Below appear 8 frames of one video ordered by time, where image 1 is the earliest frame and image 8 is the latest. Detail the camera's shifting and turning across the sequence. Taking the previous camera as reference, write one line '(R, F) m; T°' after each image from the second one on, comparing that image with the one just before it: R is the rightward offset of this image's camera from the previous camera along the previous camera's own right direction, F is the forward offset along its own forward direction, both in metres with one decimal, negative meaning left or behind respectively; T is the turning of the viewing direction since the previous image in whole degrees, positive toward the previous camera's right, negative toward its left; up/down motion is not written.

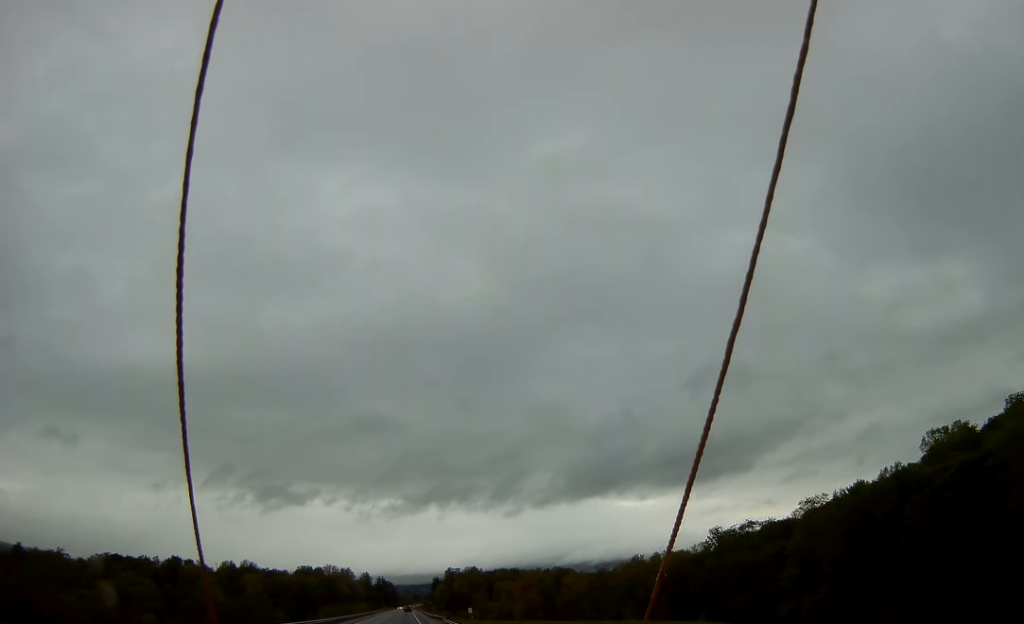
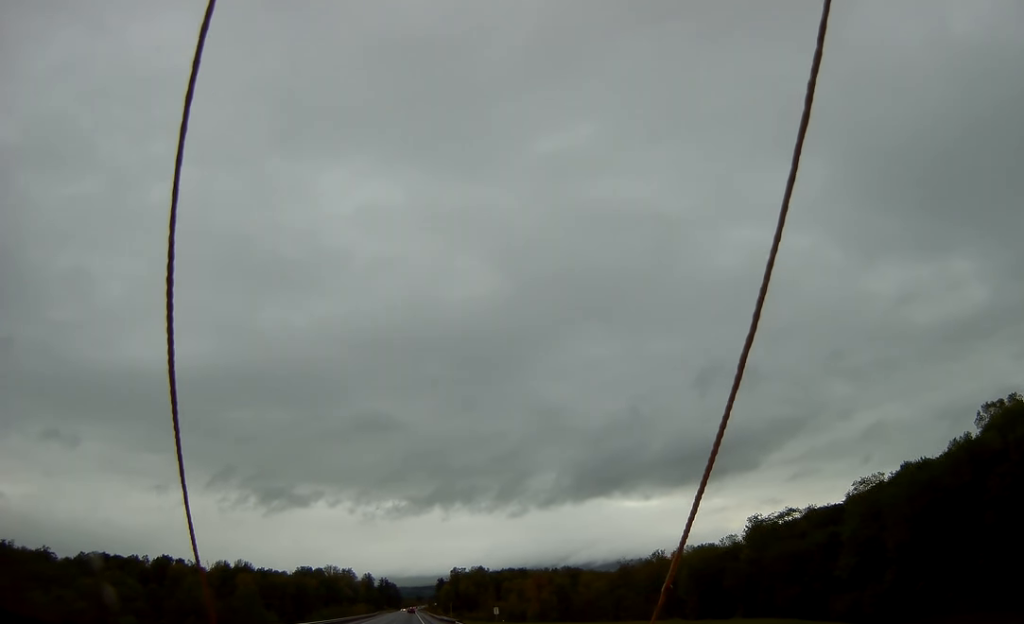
(-0.1, +16.3) m; -1°
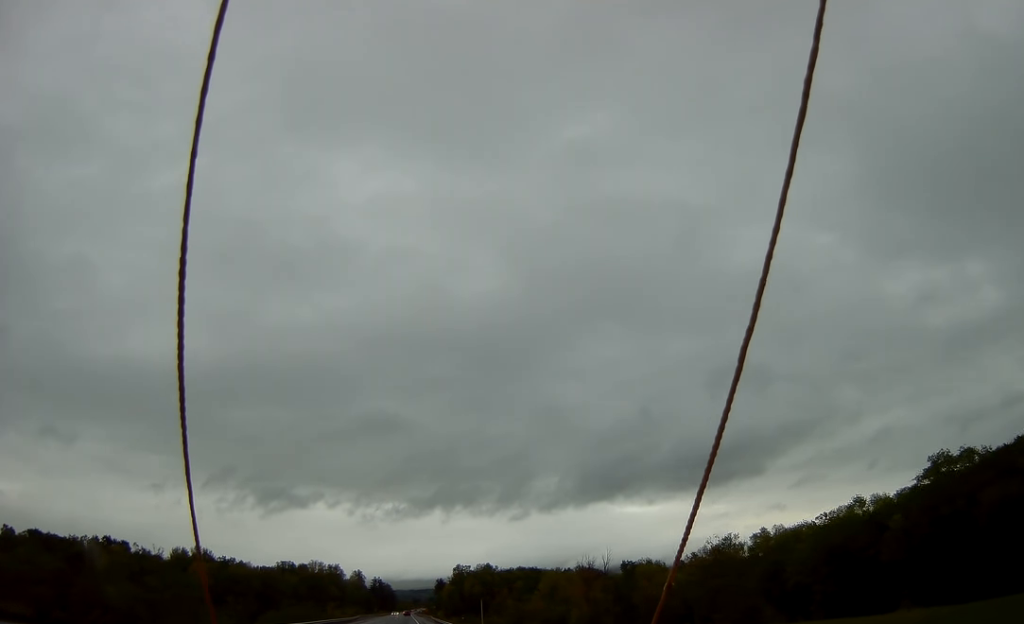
(-0.2, +53.8) m; 0°
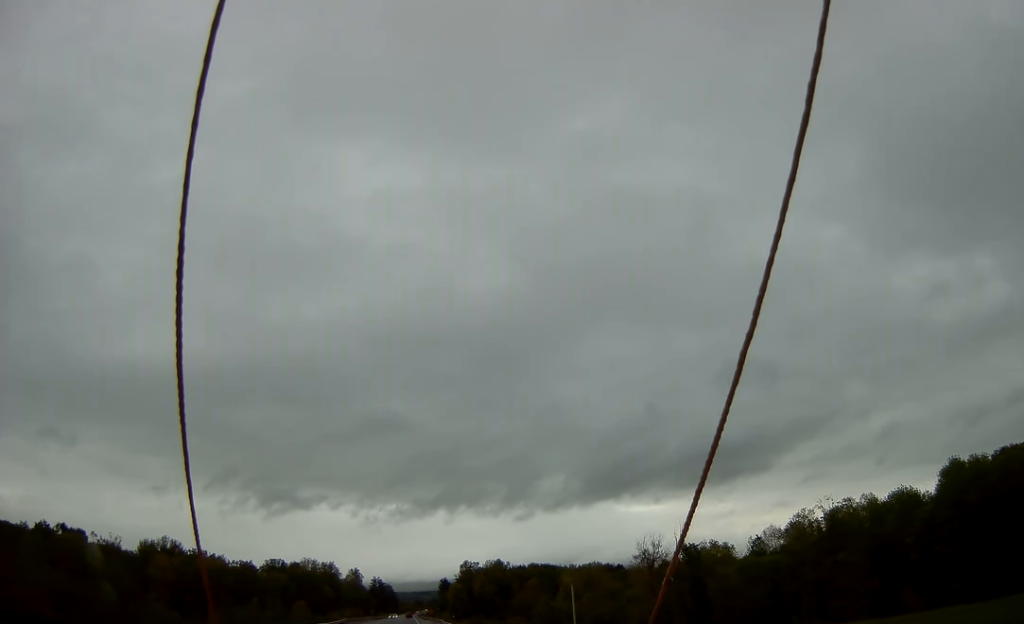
(+0.2, +33.8) m; 0°
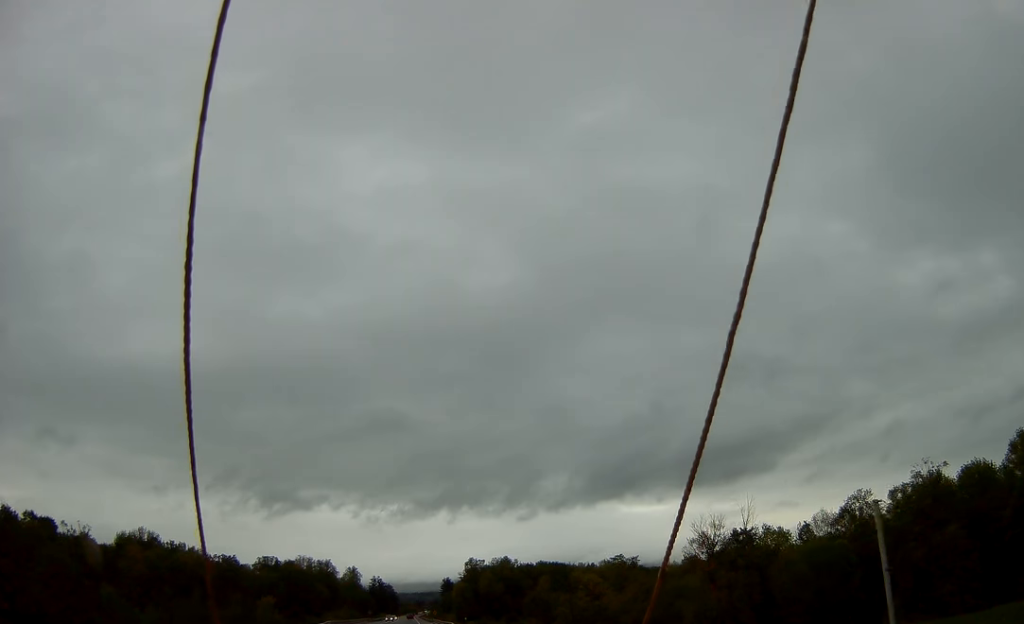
(-0.1, +19.4) m; 0°
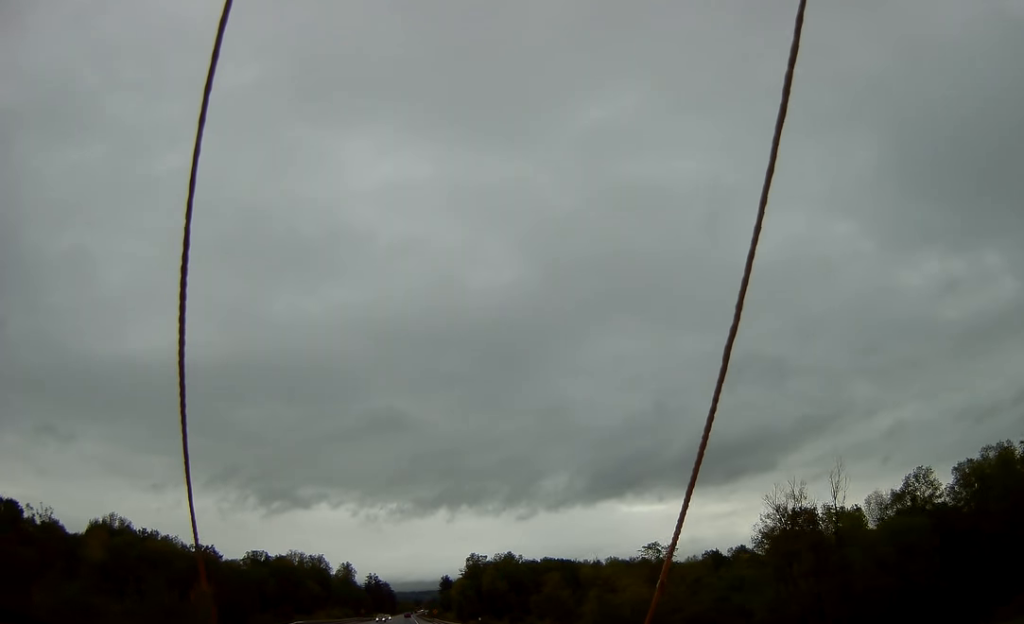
(+0.2, +17.6) m; 0°
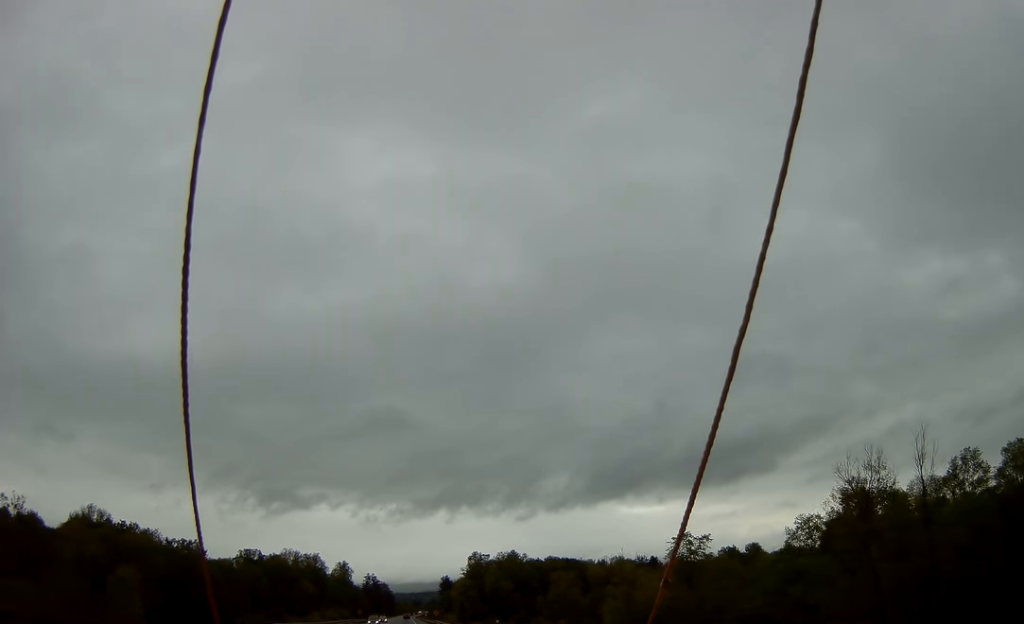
(-0.1, +11.8) m; 0°
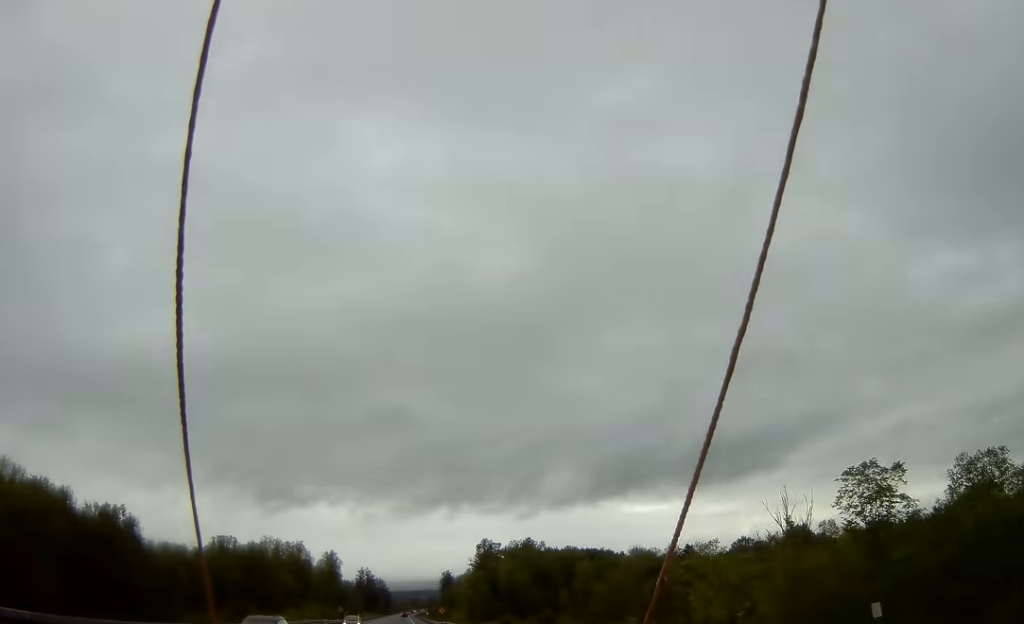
(-0.4, +38.3) m; +1°
